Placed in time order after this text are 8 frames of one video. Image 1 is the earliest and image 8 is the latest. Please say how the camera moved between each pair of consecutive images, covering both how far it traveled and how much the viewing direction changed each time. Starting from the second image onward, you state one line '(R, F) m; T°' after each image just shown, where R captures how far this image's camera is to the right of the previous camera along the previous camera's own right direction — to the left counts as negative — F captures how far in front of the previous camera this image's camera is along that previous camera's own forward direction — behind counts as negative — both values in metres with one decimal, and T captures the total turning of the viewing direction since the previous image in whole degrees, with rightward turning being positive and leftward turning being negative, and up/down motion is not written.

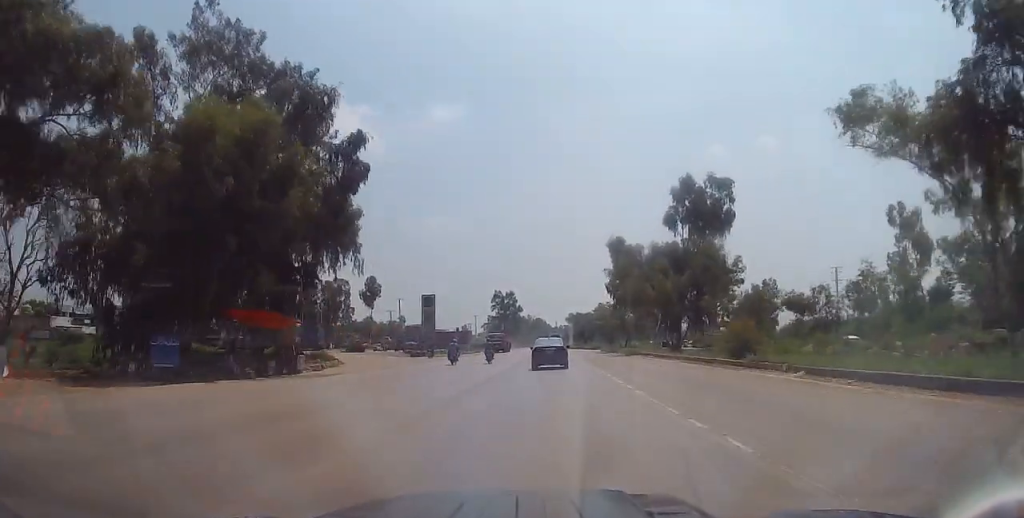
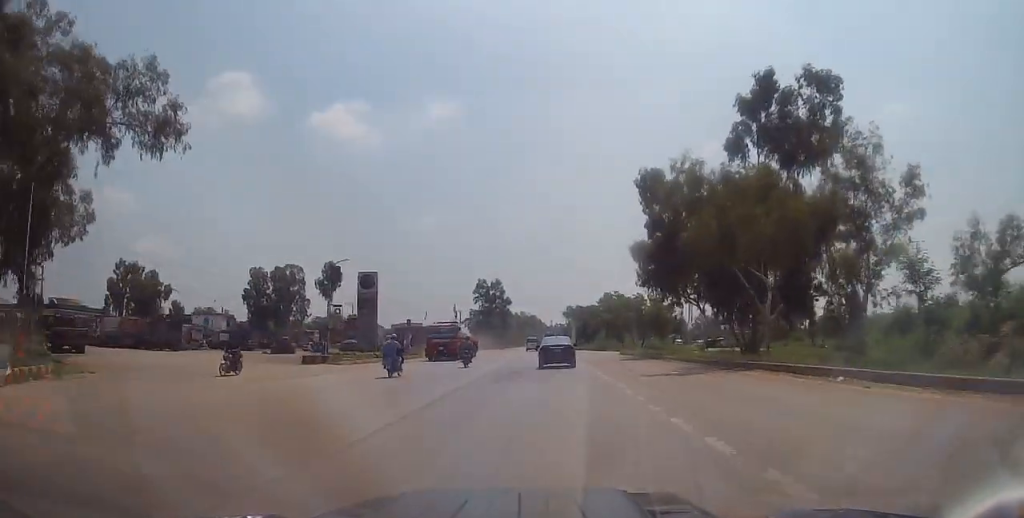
(+0.1, +27.2) m; +2°
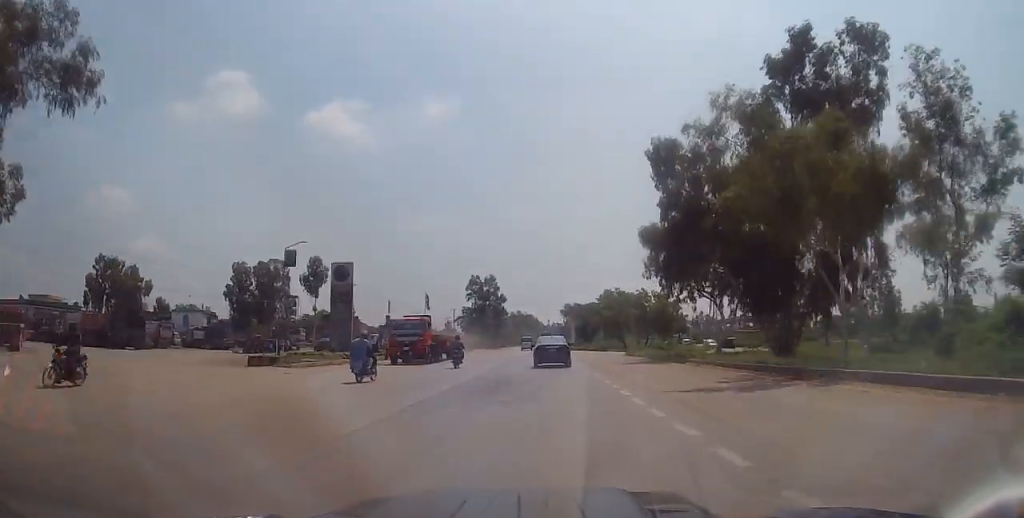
(+0.1, +6.7) m; 0°
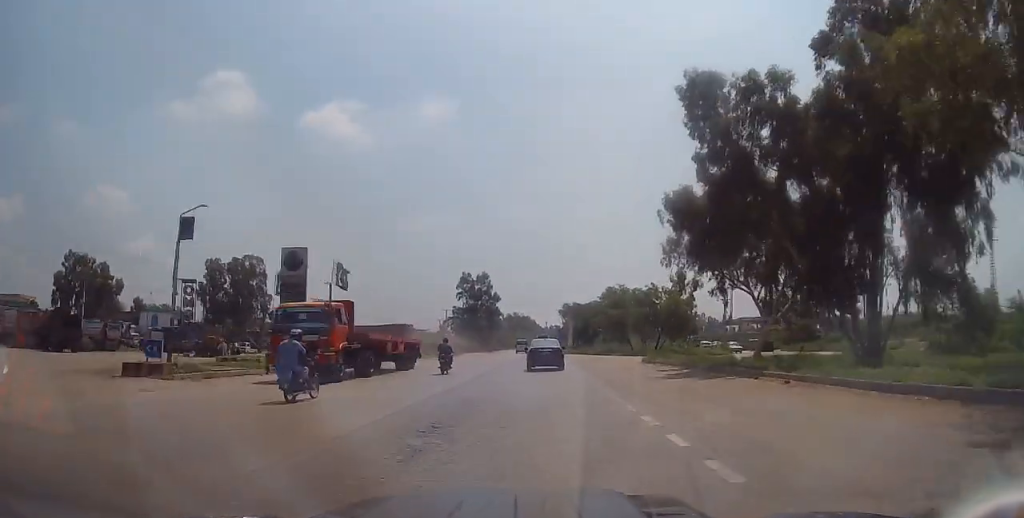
(-0.1, +10.0) m; -1°
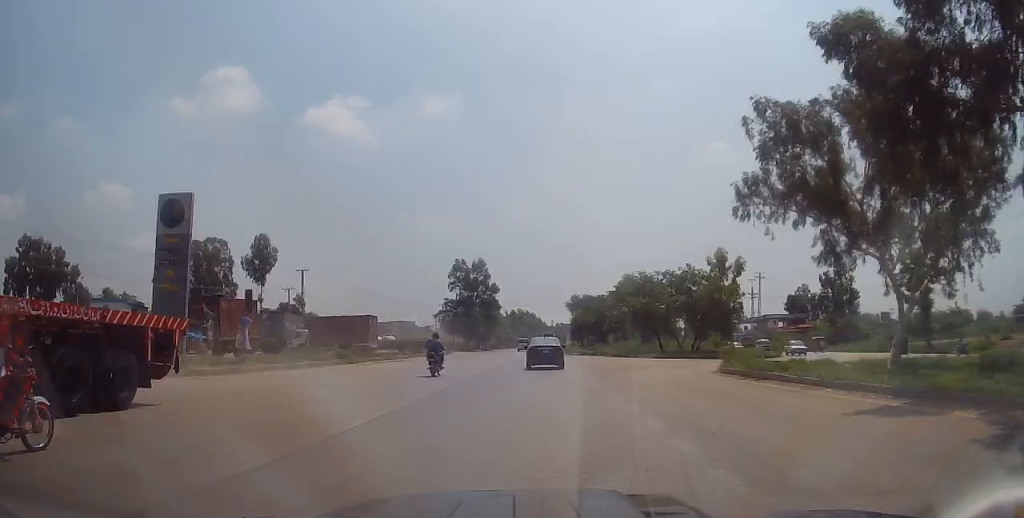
(-0.1, +16.2) m; 0°
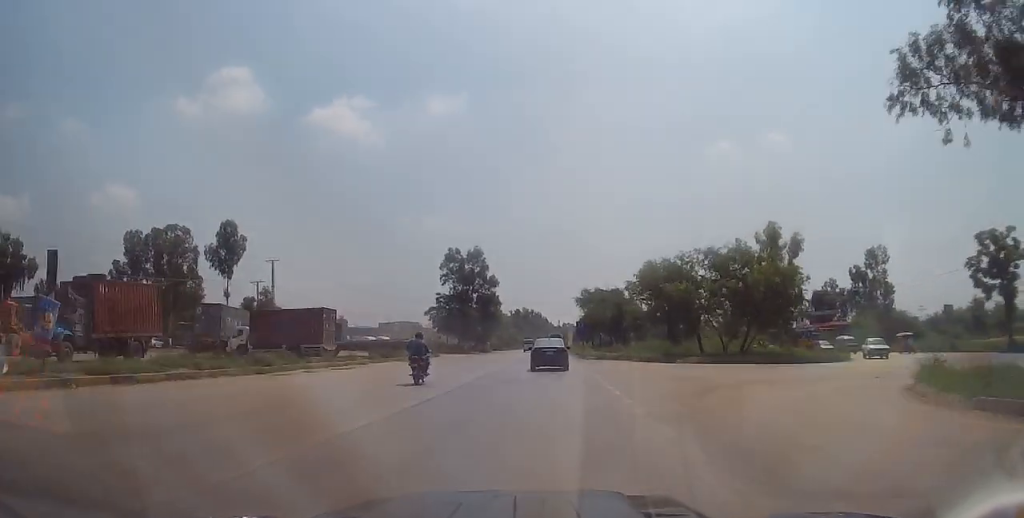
(+0.1, +13.3) m; -1°
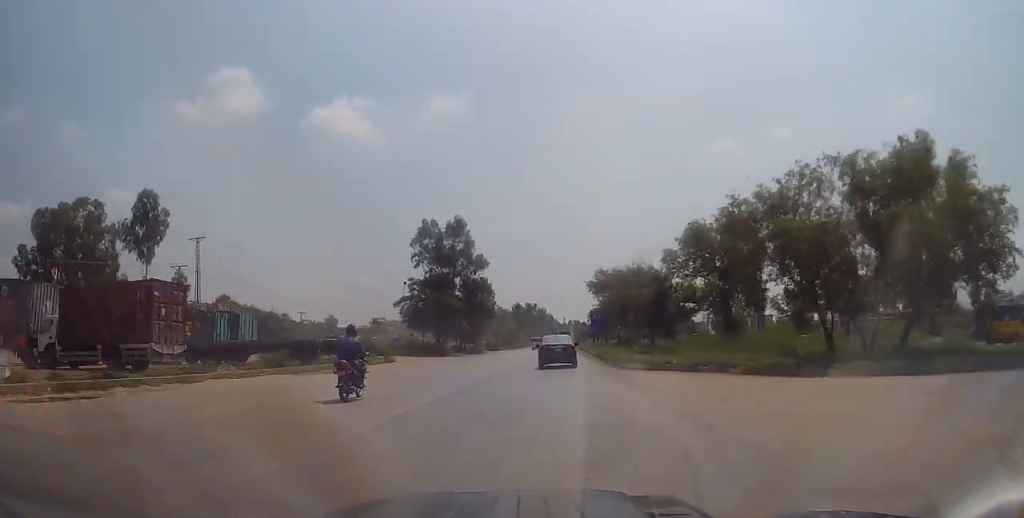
(-0.6, +21.1) m; -1°
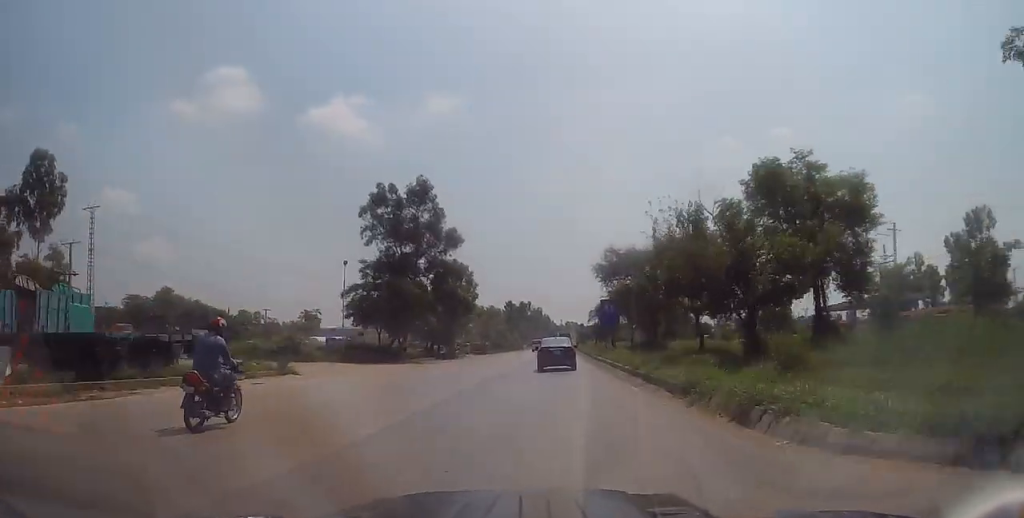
(+0.4, +17.2) m; +2°
